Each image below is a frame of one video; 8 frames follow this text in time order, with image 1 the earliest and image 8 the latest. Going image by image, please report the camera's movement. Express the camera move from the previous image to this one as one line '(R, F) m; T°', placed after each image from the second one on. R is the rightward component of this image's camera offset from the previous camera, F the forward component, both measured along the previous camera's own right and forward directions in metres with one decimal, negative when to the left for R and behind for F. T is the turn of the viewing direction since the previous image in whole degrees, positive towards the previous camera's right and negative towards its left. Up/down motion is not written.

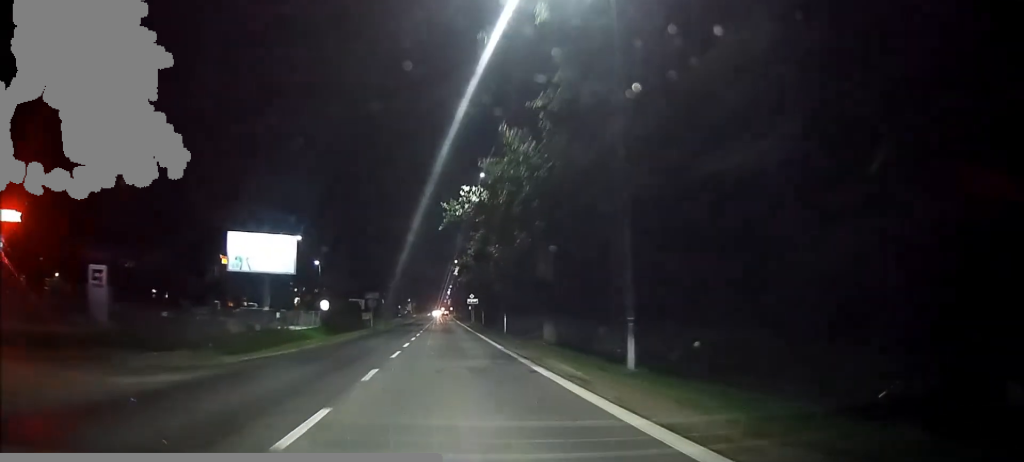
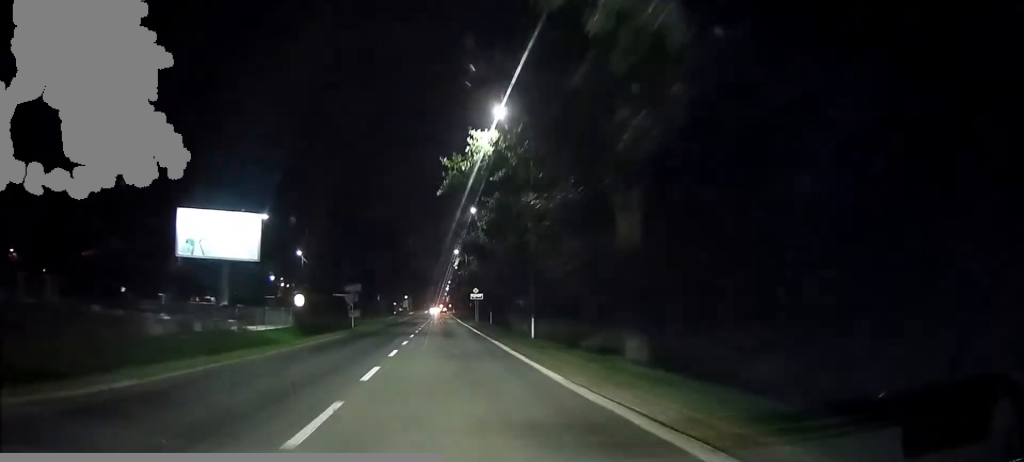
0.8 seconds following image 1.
(0.0, +11.9) m; 0°
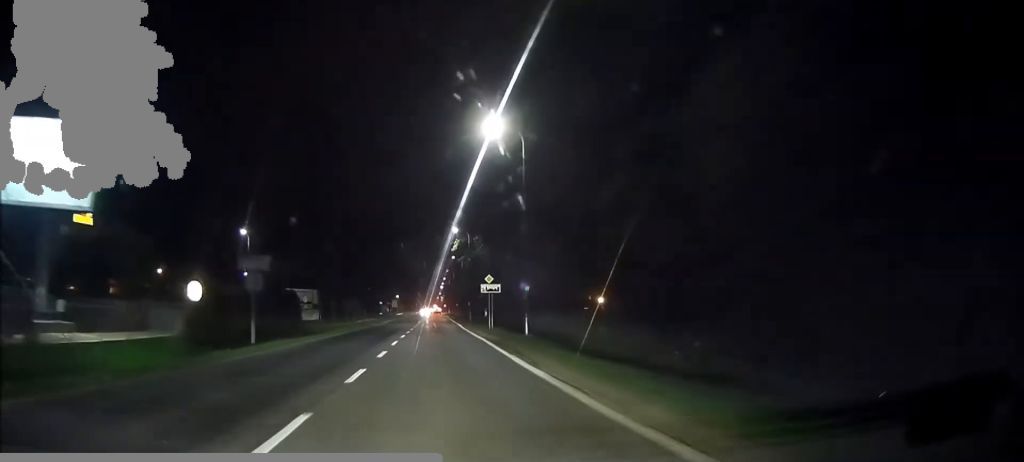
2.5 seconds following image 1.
(+0.1, +24.7) m; +1°
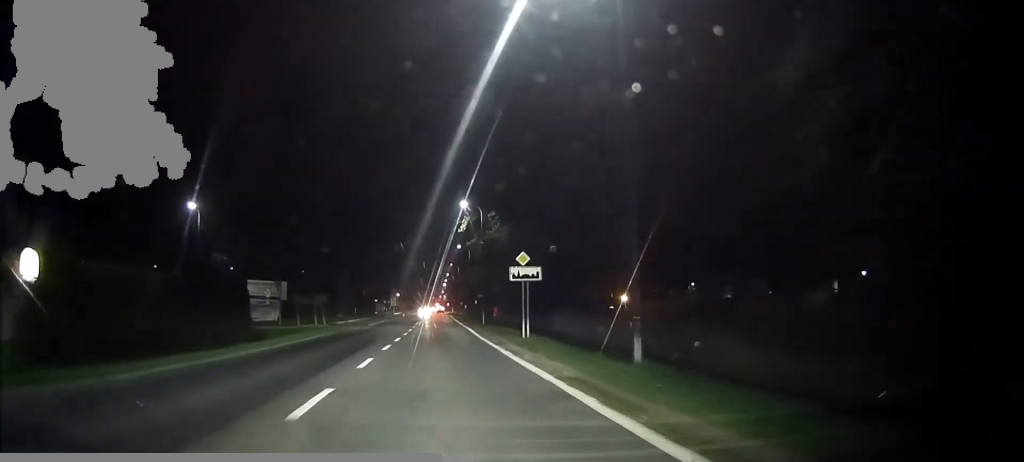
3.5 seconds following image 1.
(+0.1, +15.6) m; +1°
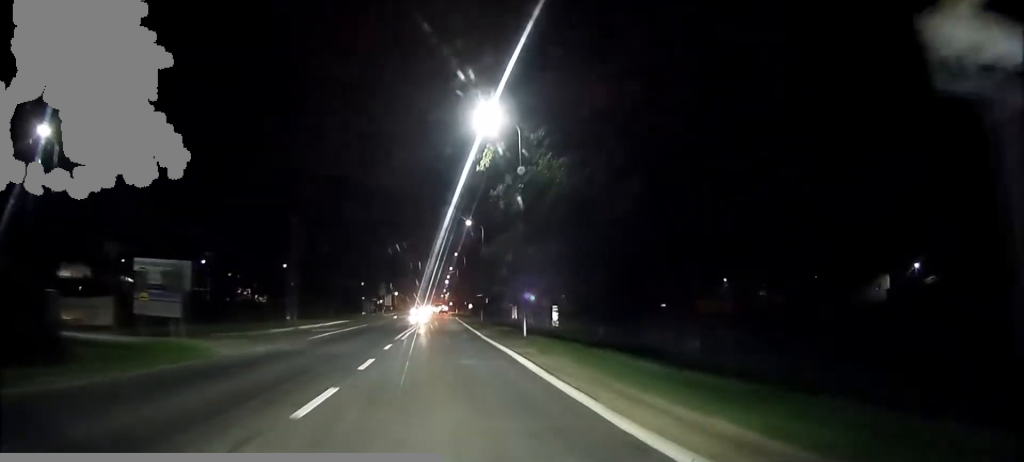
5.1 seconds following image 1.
(+0.3, +22.3) m; +1°
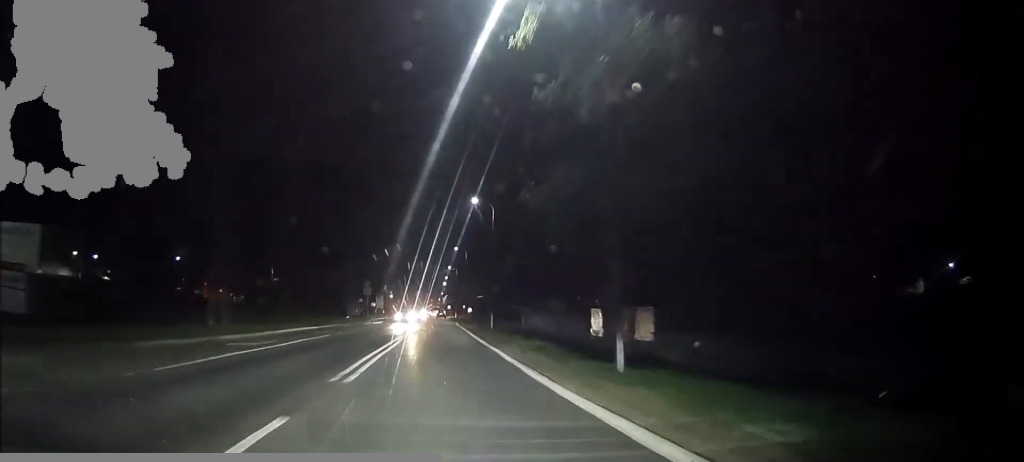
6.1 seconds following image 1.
(-0.1, +13.9) m; 0°
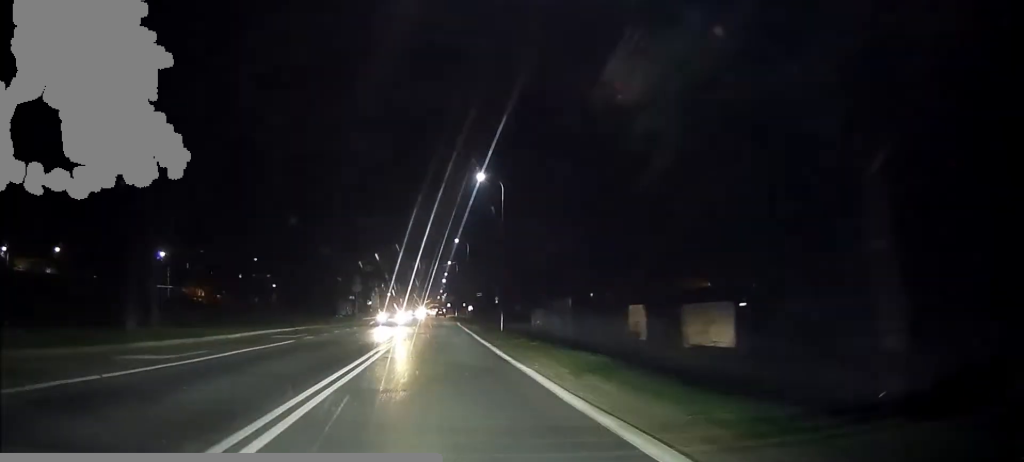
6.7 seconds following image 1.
(0.0, +7.8) m; 0°
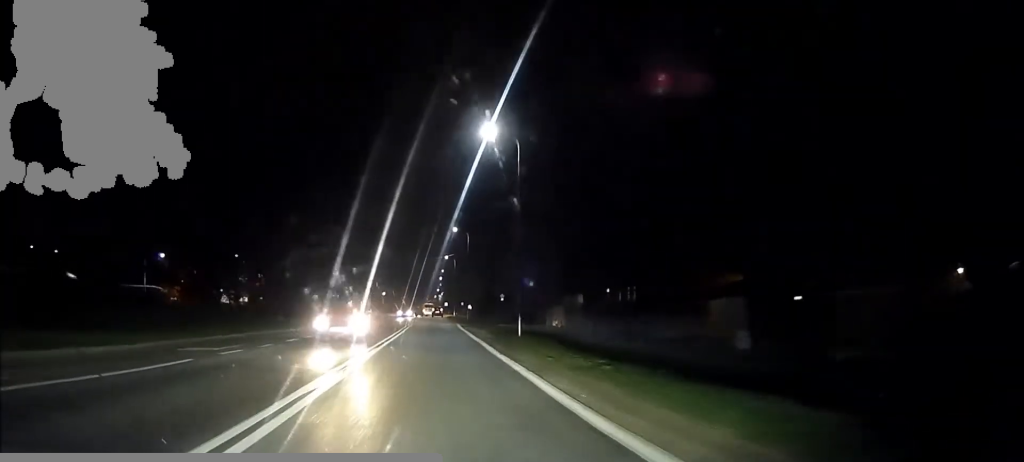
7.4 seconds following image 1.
(0.0, +10.0) m; 0°
